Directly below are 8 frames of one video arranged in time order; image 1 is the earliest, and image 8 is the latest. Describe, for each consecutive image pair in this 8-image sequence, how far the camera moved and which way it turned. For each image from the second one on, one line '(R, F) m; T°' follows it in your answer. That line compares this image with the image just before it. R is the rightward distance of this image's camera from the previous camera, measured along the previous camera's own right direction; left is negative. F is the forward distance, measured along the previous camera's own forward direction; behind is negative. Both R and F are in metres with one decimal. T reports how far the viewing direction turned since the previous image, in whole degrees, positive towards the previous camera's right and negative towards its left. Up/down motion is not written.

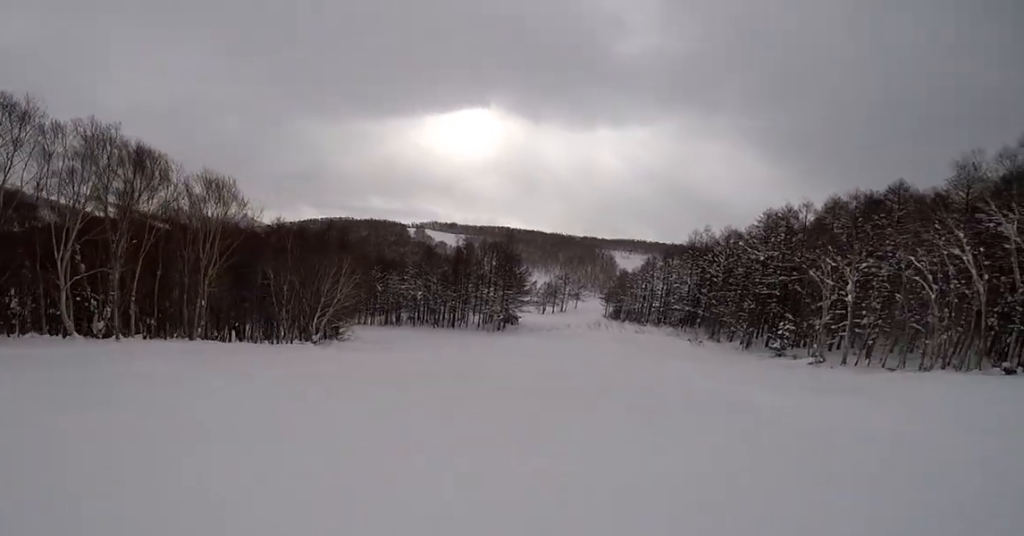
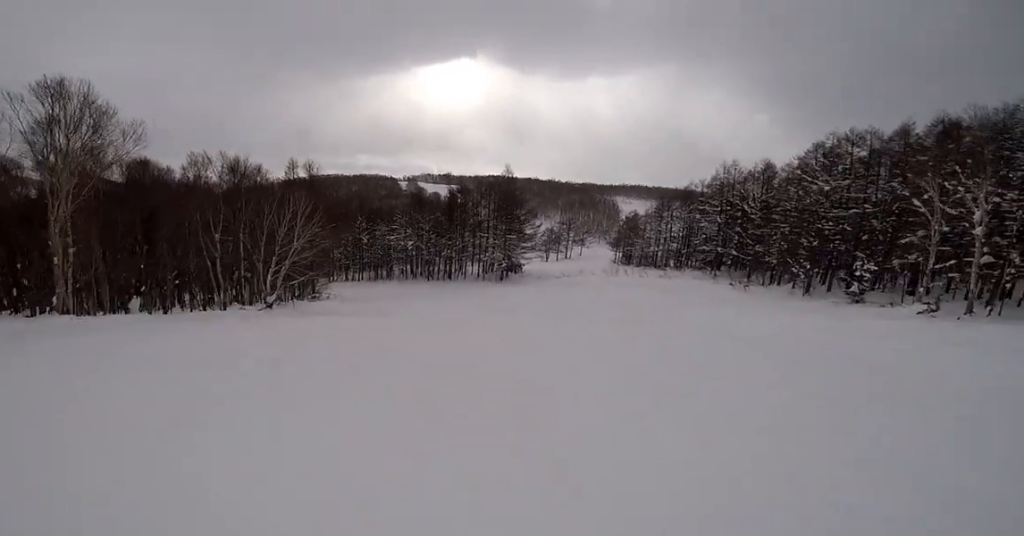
(-0.2, +11.2) m; -3°
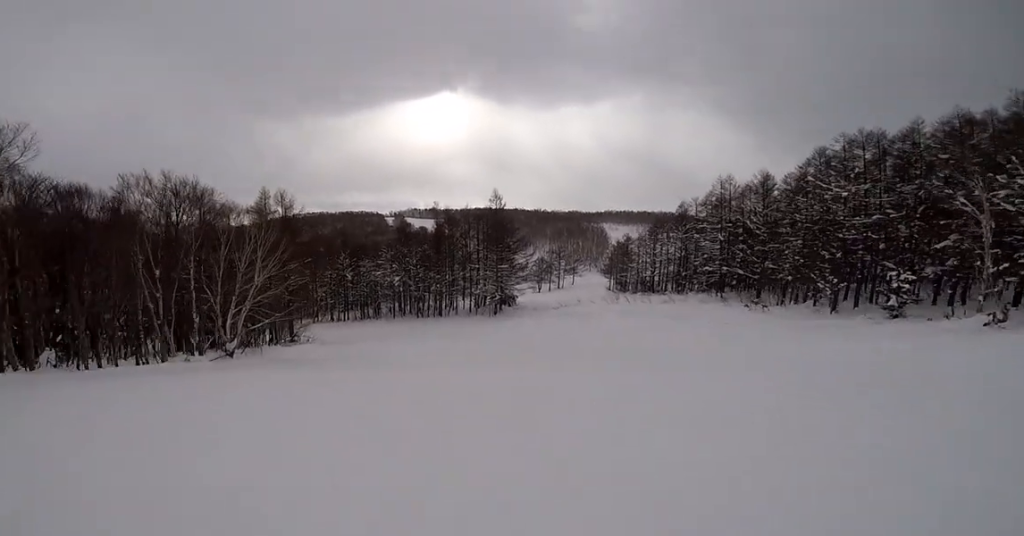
(-0.1, +5.7) m; -1°
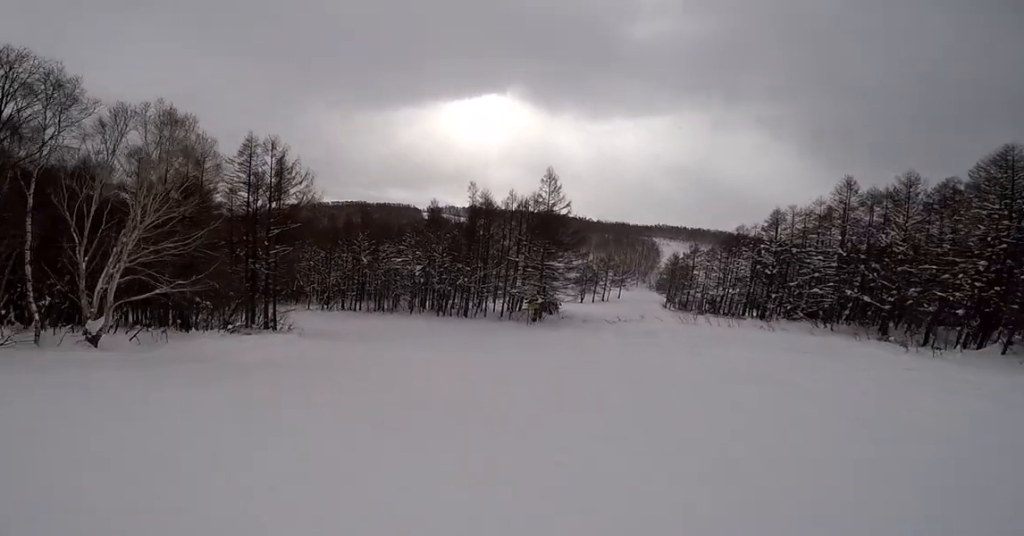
(0.0, +16.1) m; 0°
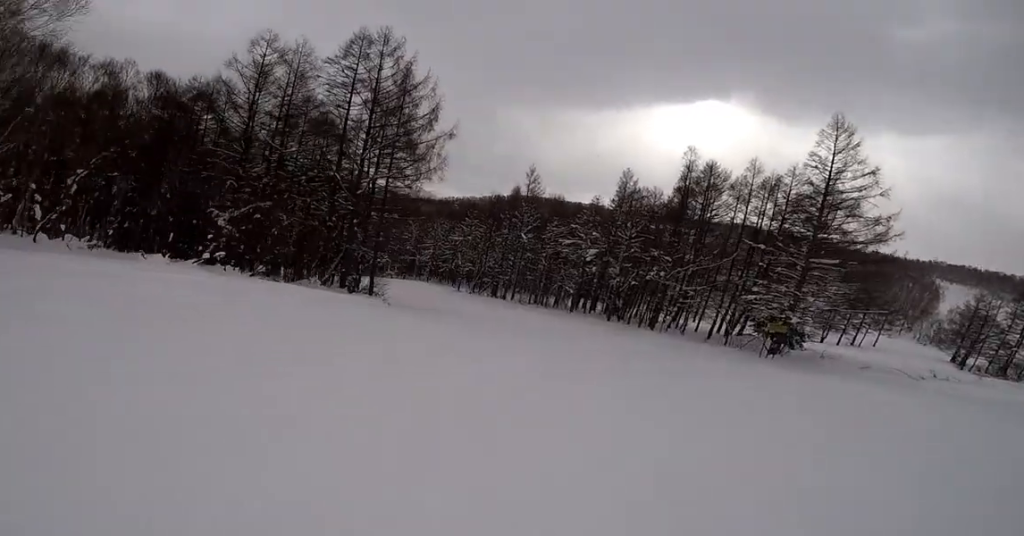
(-1.4, +18.9) m; -13°
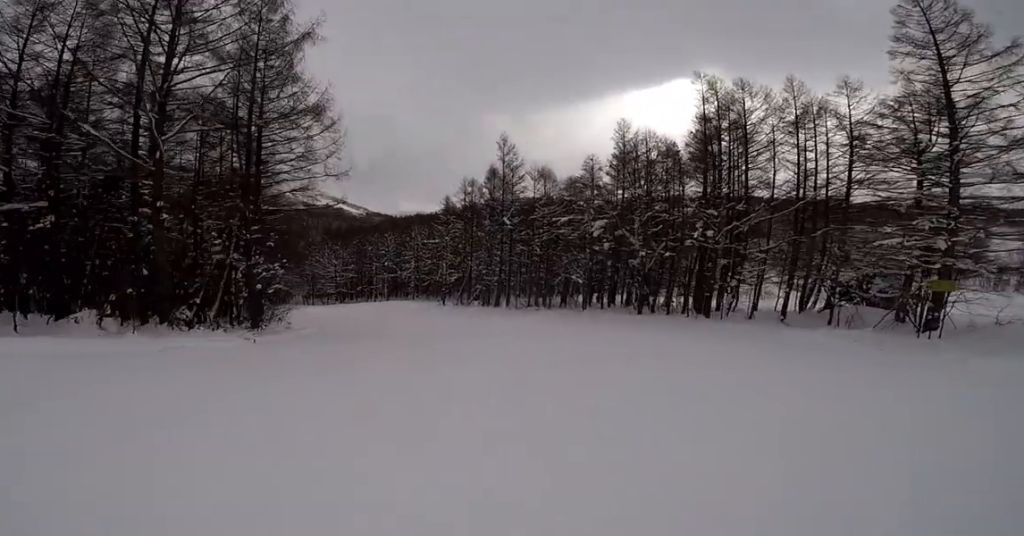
(-1.6, +15.2) m; -15°
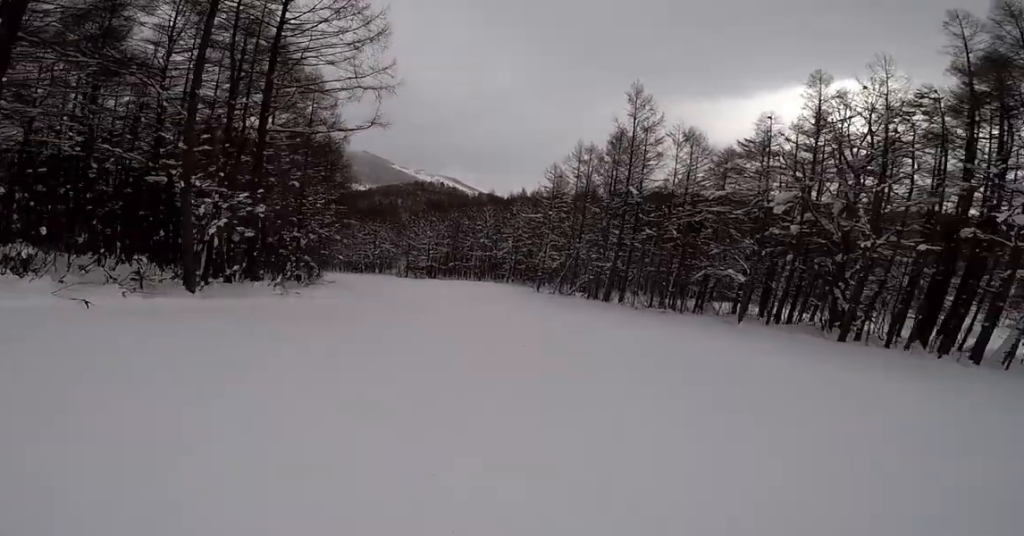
(-1.7, +11.5) m; -9°
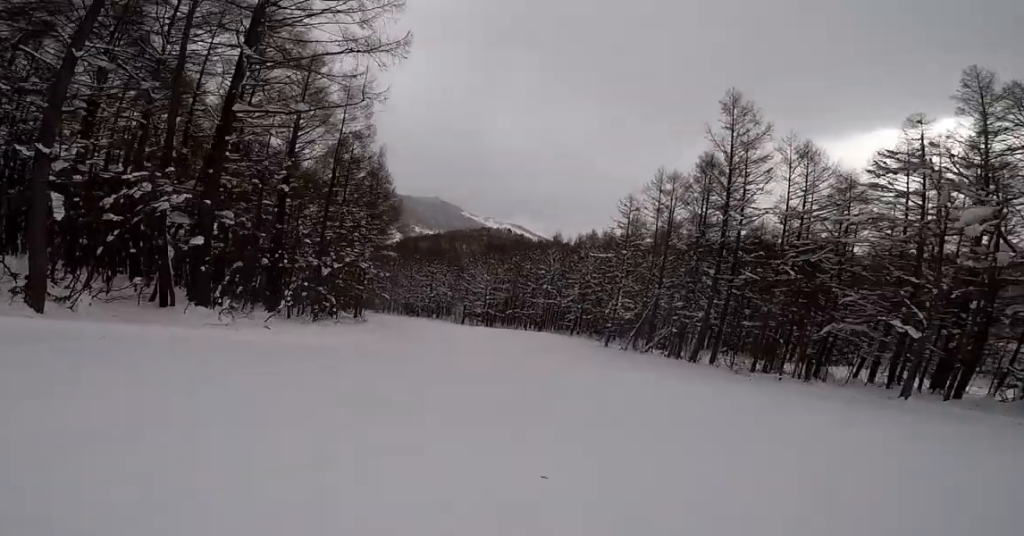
(0.0, +7.7) m; -5°
